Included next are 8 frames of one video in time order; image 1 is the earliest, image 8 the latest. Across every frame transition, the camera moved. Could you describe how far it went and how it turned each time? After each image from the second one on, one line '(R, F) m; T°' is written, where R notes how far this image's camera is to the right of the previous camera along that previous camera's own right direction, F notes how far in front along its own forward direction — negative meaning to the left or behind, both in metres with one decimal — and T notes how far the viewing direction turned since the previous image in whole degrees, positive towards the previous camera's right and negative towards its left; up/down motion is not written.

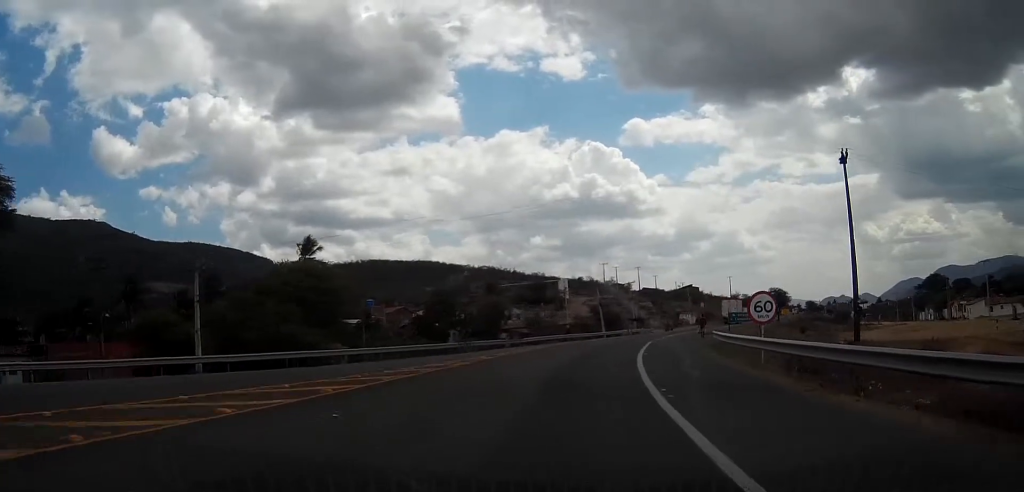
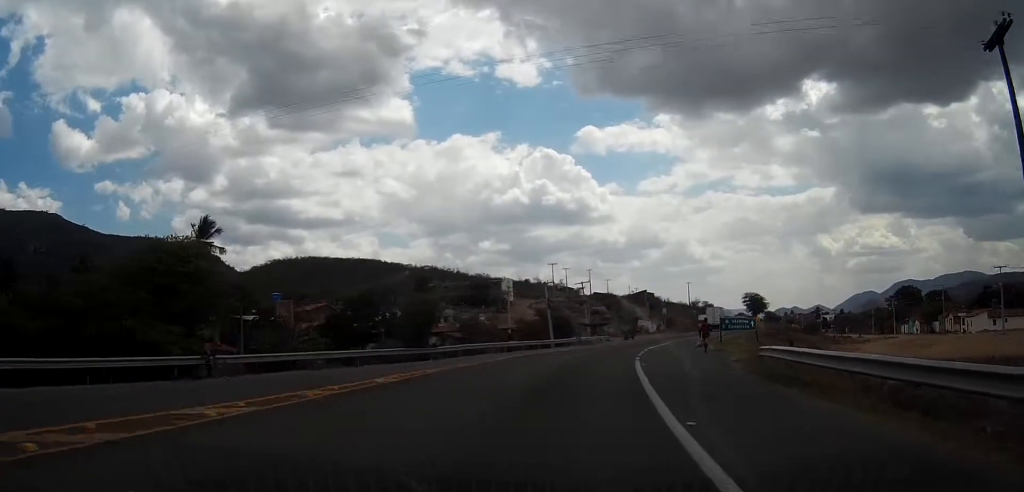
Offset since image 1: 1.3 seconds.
(+0.6, +17.9) m; +4°
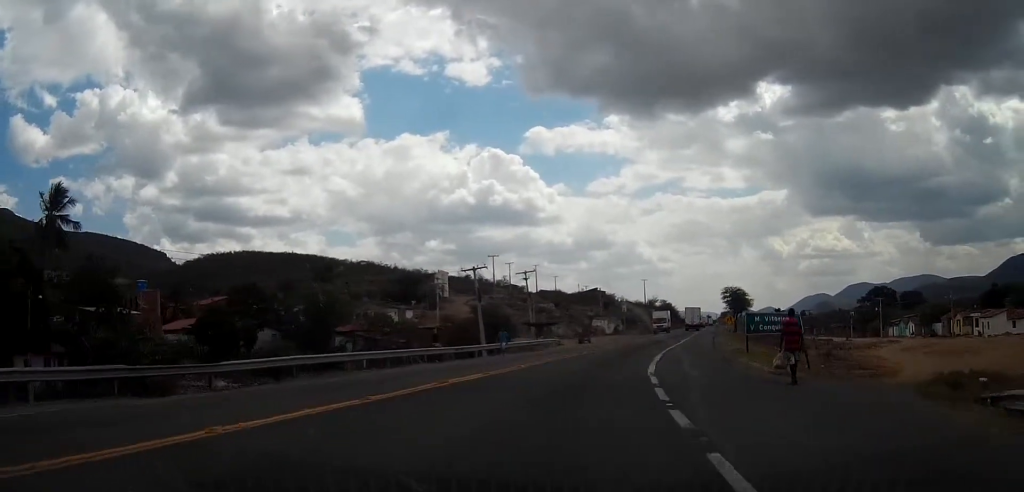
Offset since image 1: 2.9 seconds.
(+0.8, +21.3) m; +5°
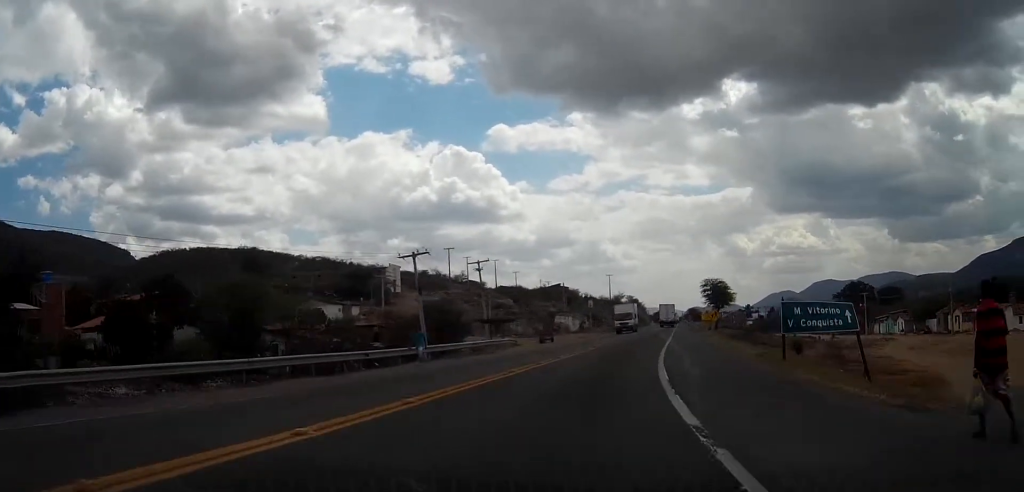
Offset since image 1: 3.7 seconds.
(+0.2, +10.9) m; +3°
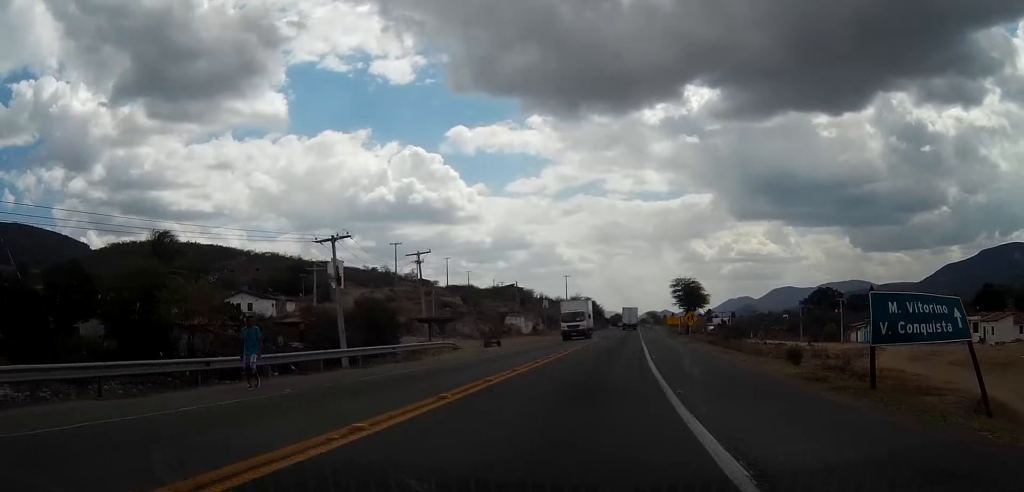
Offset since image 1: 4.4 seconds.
(+0.1, +9.9) m; +3°
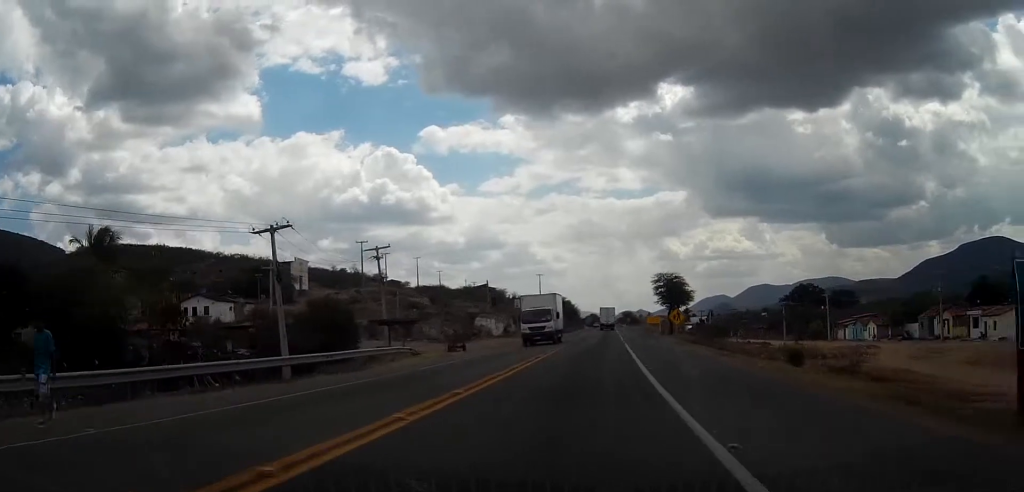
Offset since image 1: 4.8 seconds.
(+0.2, +5.9) m; +2°
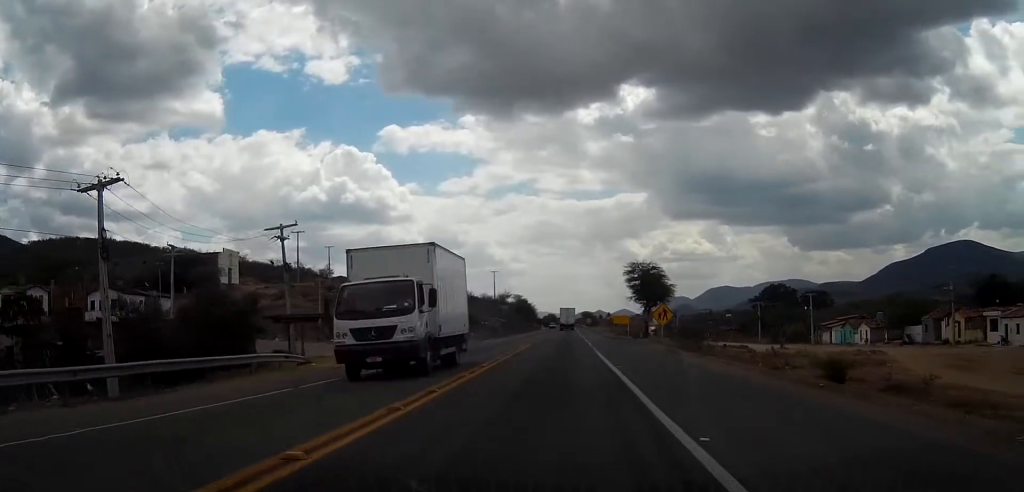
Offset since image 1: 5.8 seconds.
(+0.6, +13.6) m; +3°
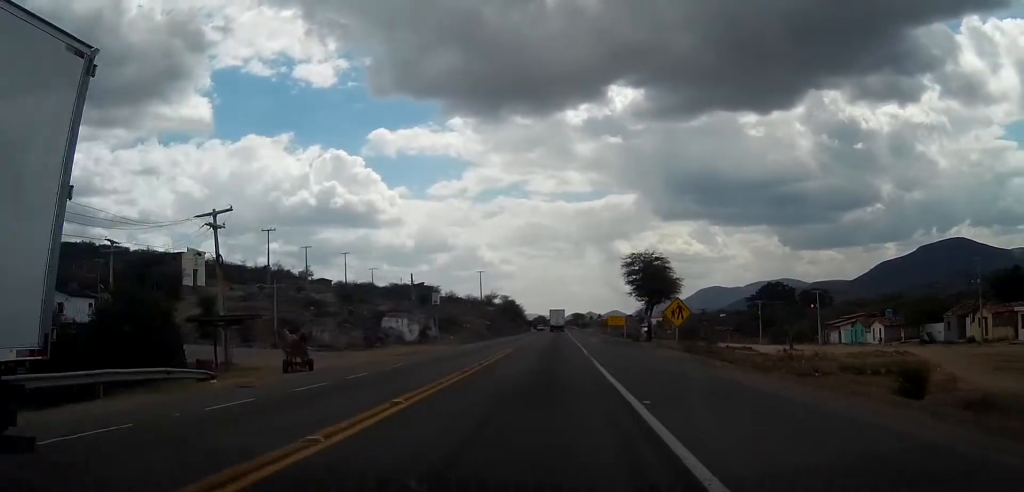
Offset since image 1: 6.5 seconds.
(+0.1, +9.0) m; 0°
